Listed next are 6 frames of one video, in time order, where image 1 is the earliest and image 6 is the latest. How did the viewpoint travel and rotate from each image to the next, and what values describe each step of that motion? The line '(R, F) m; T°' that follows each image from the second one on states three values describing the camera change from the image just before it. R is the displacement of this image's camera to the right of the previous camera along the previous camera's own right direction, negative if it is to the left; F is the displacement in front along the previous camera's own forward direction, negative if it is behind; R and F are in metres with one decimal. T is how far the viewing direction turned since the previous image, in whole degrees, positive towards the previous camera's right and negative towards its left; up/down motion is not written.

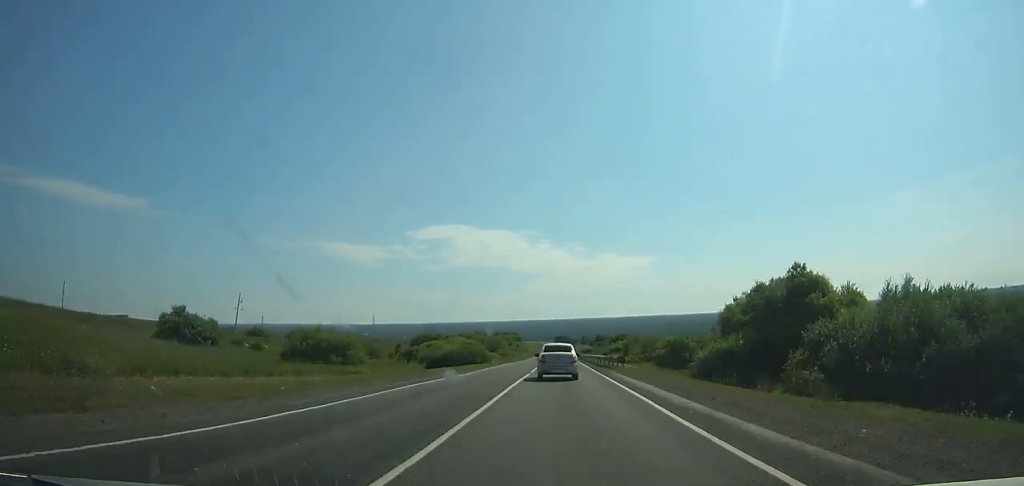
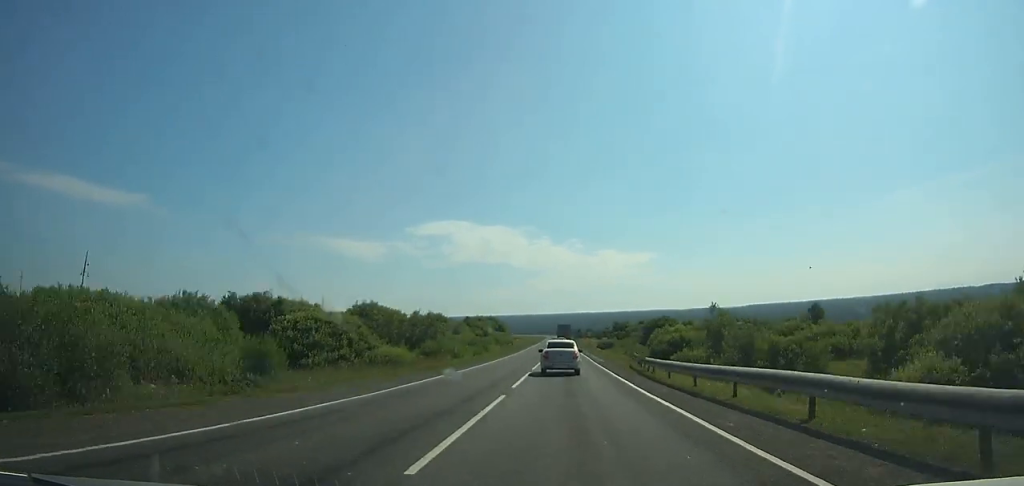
(+0.1, +76.1) m; 0°
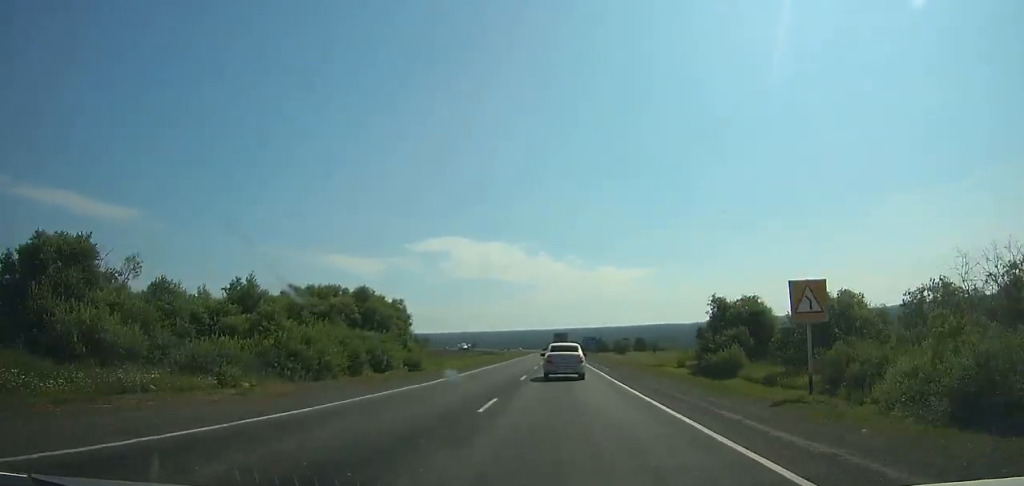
(+0.1, +107.3) m; 0°
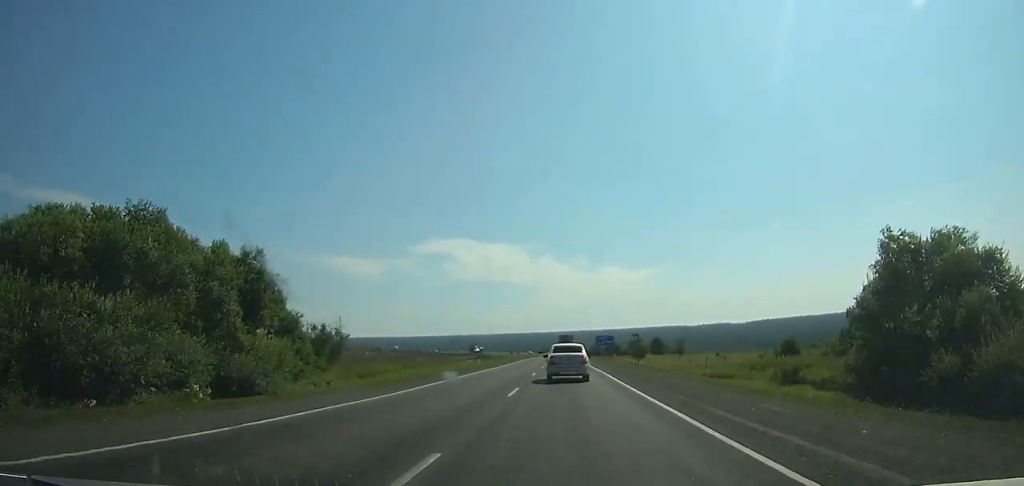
(-0.1, +31.1) m; 0°
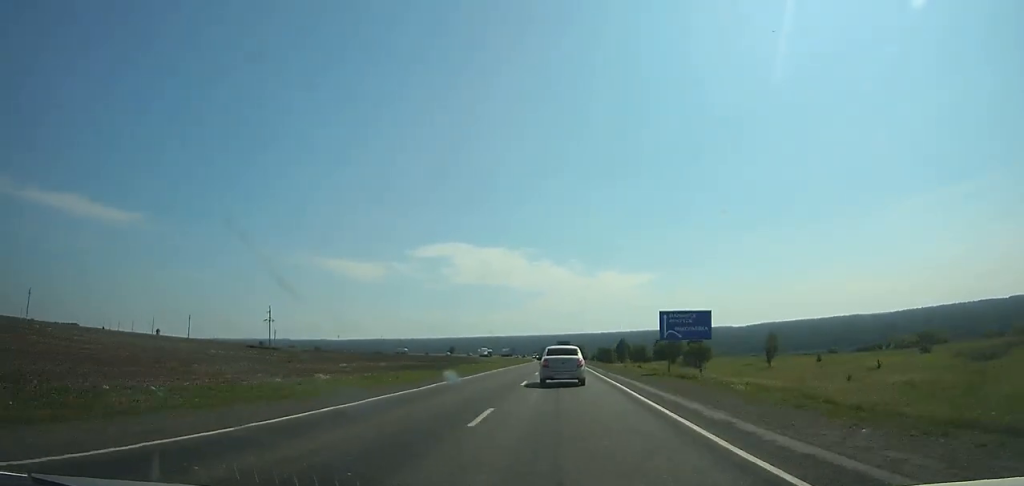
(-0.1, +65.5) m; 0°
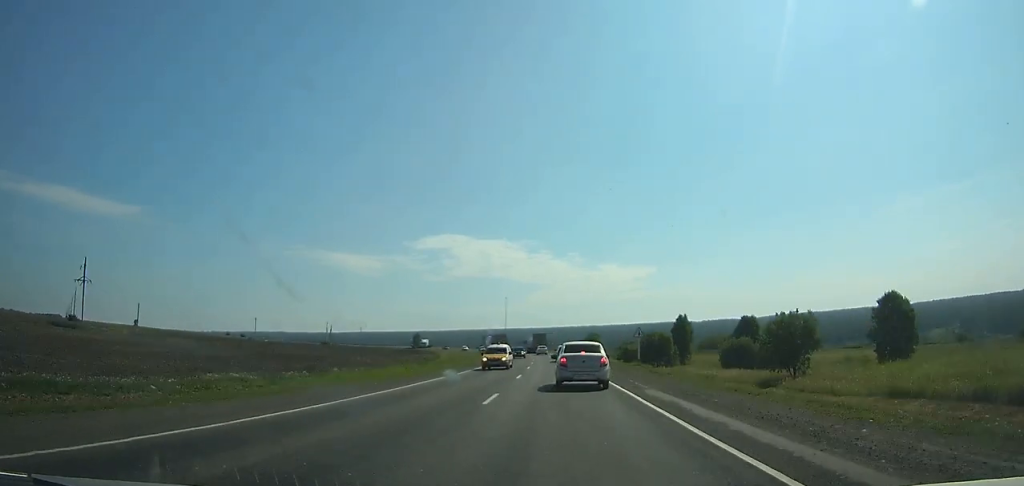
(+0.1, +90.6) m; 0°
